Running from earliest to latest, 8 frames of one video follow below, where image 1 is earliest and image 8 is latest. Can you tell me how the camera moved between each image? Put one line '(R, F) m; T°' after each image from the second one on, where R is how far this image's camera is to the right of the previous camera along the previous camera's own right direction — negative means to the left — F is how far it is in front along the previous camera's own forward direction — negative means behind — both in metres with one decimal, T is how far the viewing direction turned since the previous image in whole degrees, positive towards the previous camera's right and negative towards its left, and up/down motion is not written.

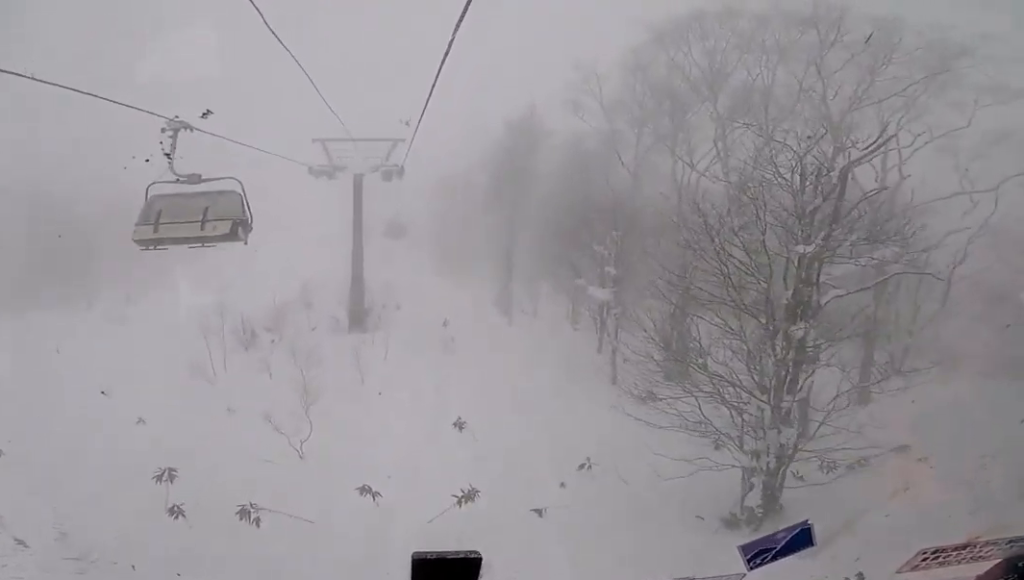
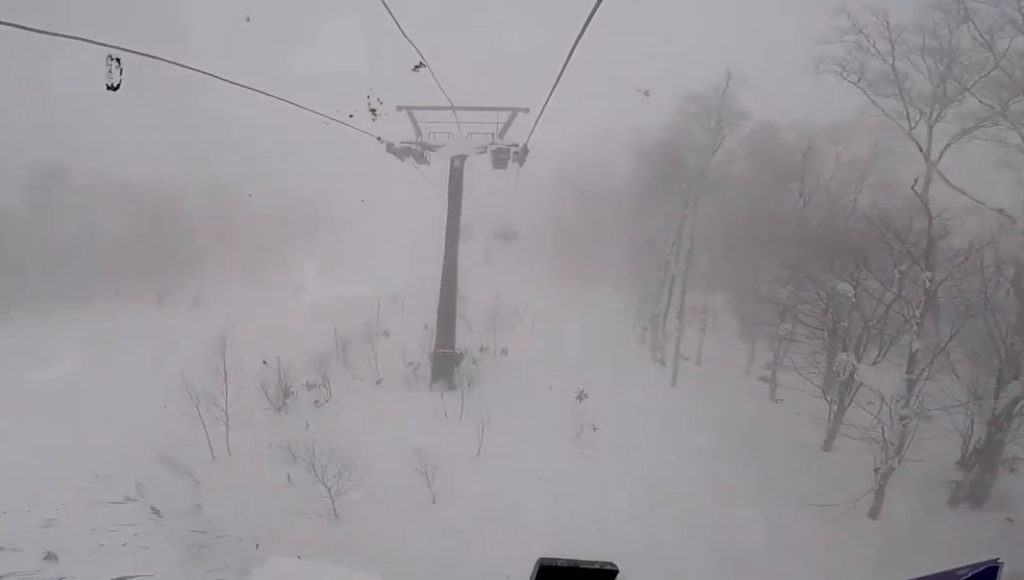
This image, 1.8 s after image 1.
(+0.7, +8.1) m; +4°
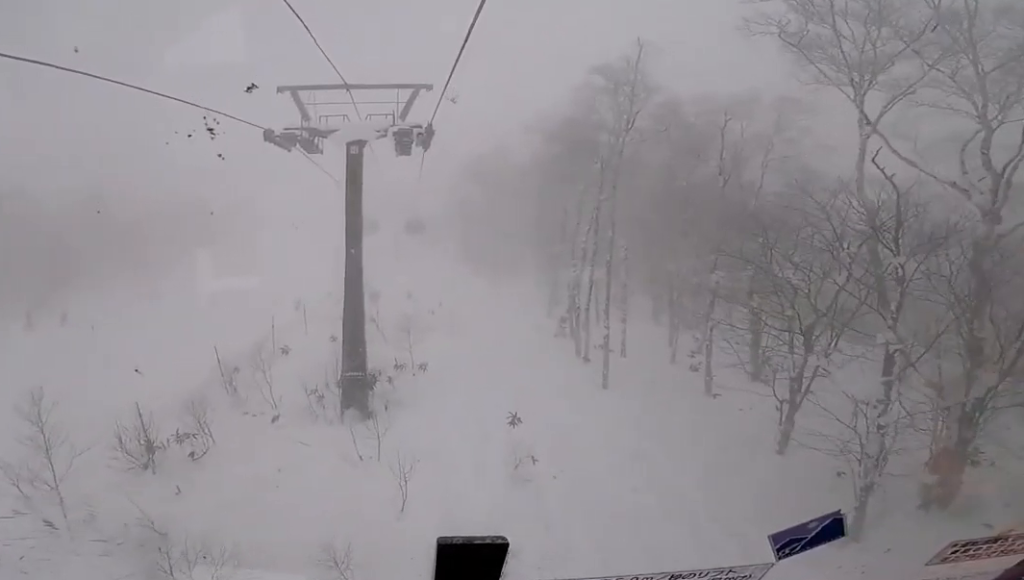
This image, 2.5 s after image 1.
(-0.4, +2.8) m; 0°
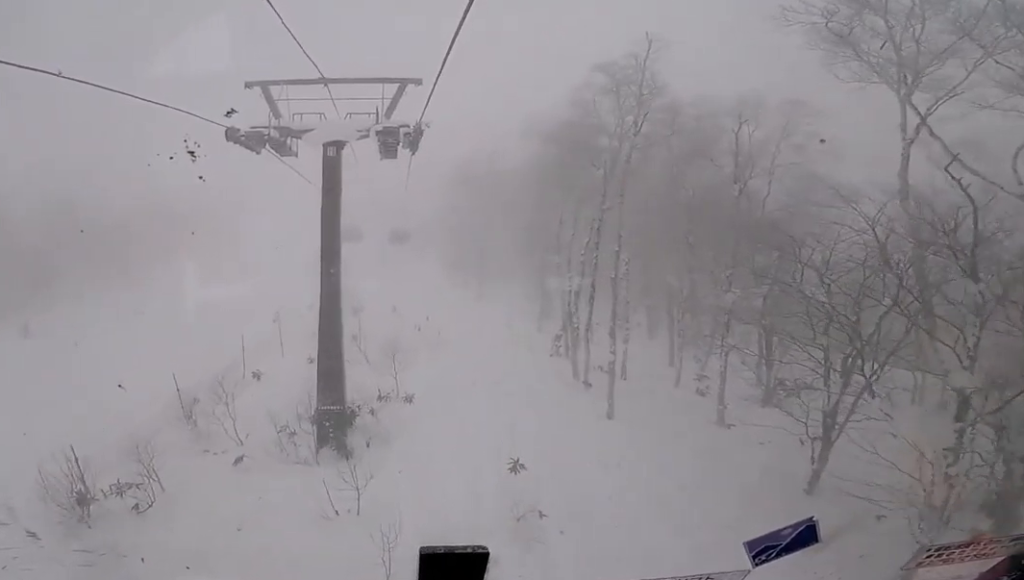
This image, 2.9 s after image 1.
(+0.2, +2.0) m; 0°
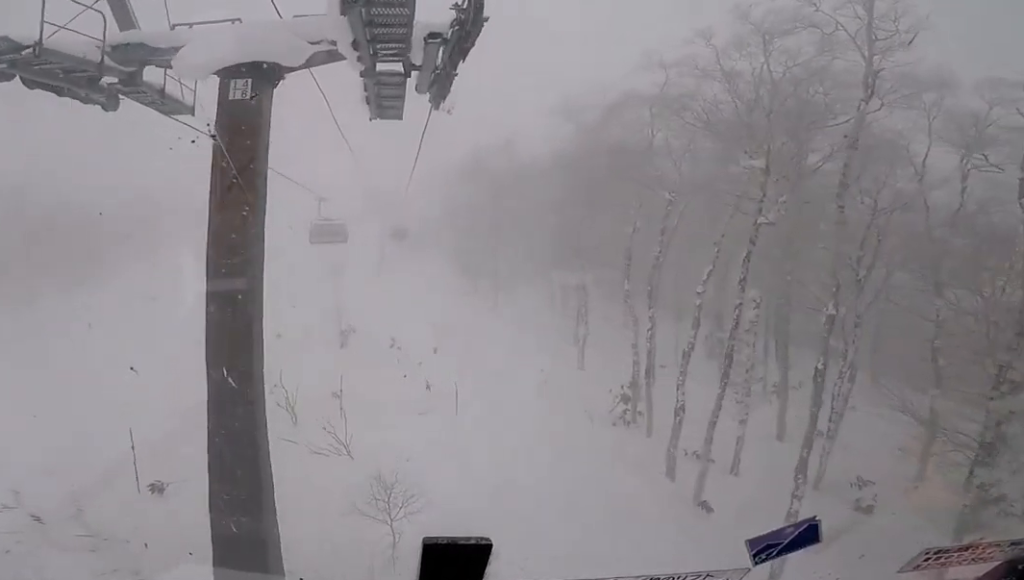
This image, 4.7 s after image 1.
(-0.4, +8.0) m; -7°
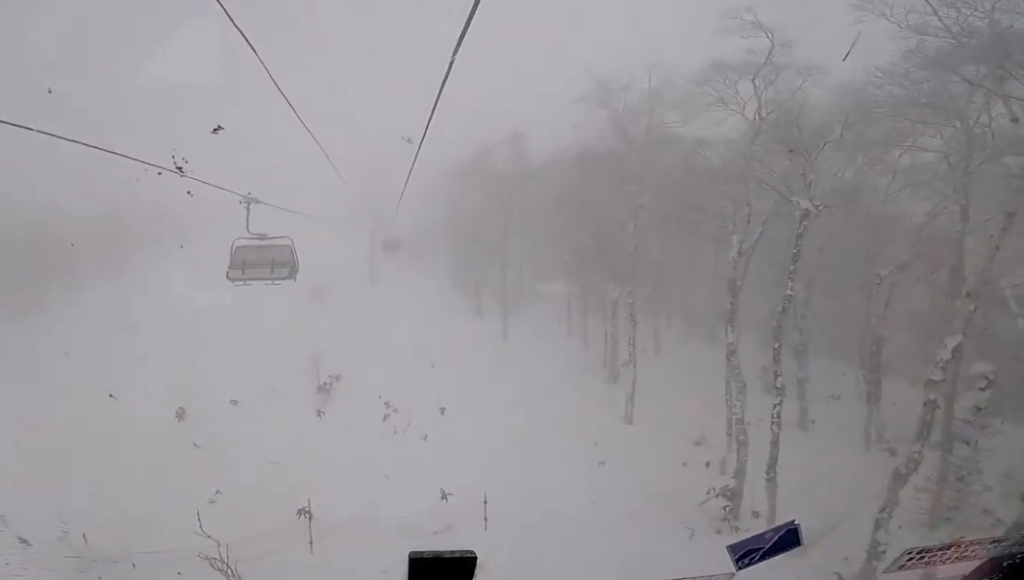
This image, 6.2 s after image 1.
(+0.7, +6.4) m; +7°
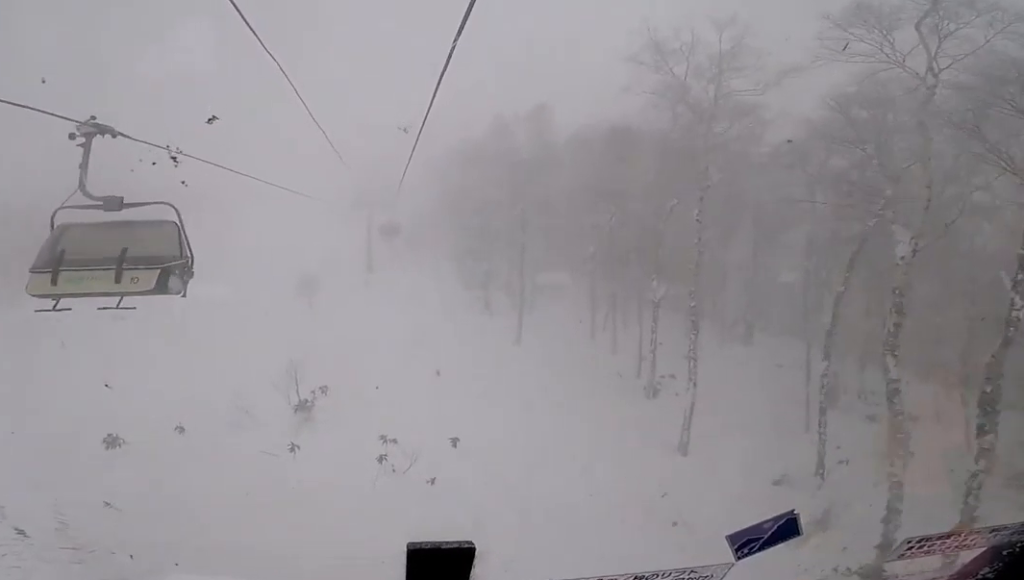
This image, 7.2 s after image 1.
(-0.3, +4.4) m; -6°
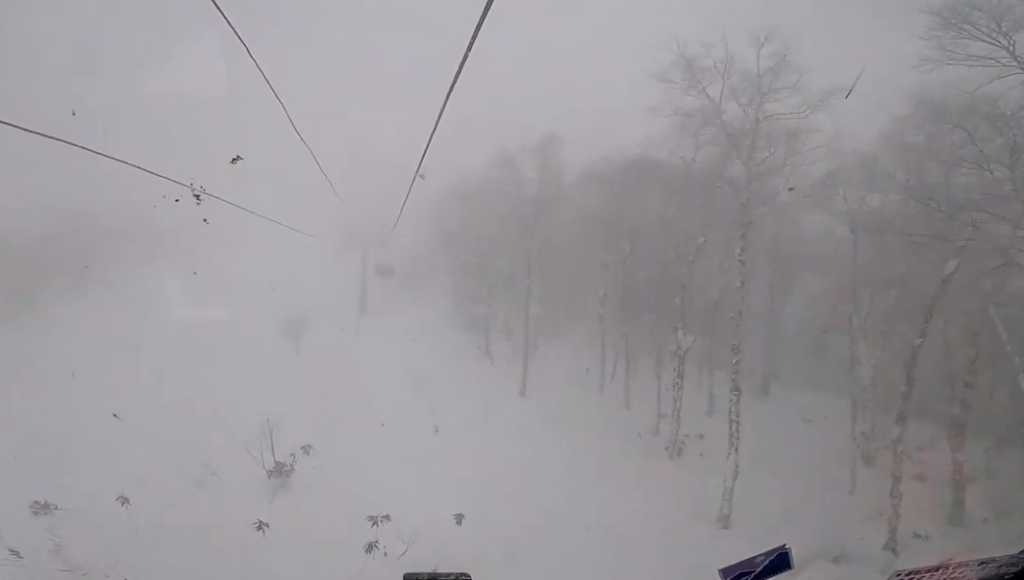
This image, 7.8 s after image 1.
(-0.1, +2.4) m; 0°
